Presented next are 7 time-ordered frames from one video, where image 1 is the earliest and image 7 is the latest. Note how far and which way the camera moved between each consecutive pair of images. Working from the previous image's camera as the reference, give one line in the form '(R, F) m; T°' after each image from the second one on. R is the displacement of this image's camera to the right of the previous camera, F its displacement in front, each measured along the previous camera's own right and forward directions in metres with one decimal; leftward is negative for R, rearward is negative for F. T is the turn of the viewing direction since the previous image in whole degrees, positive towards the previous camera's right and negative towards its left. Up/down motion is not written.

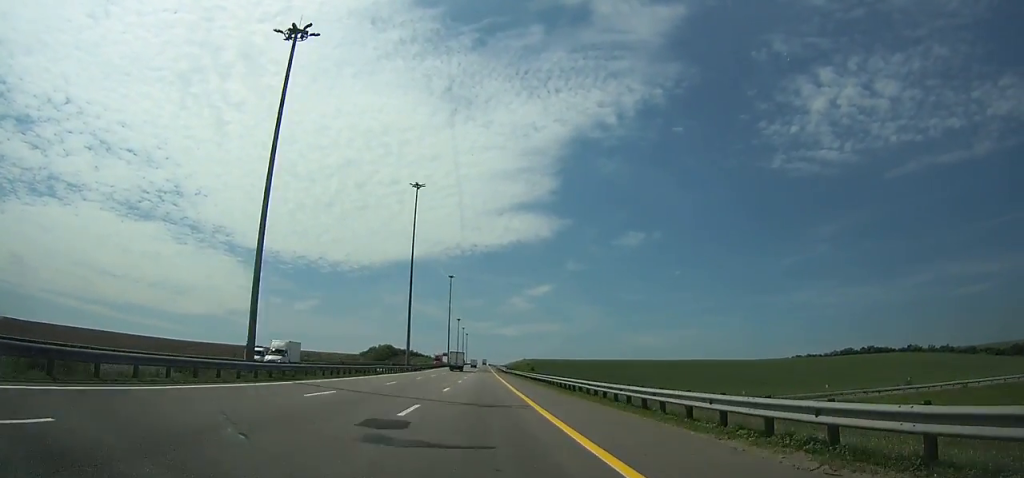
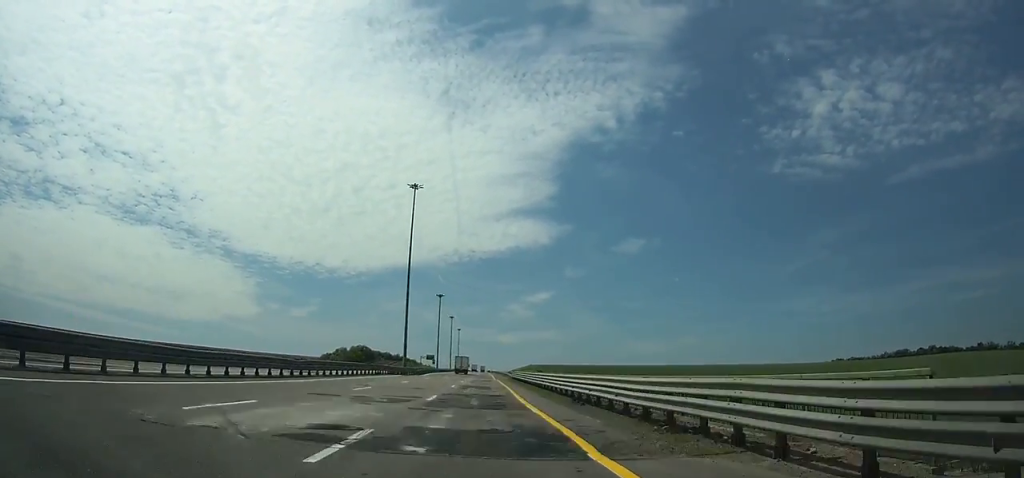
(+0.2, +102.1) m; 0°
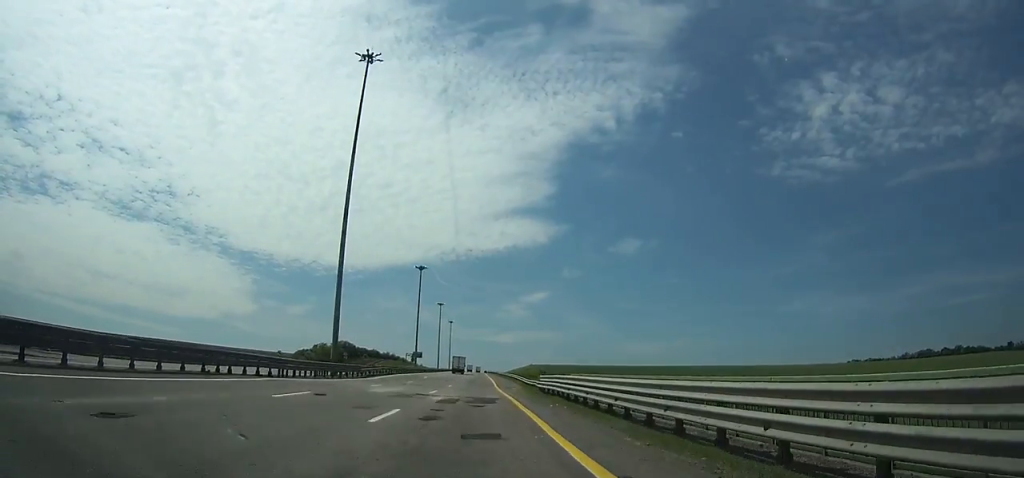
(0.0, +41.8) m; 0°
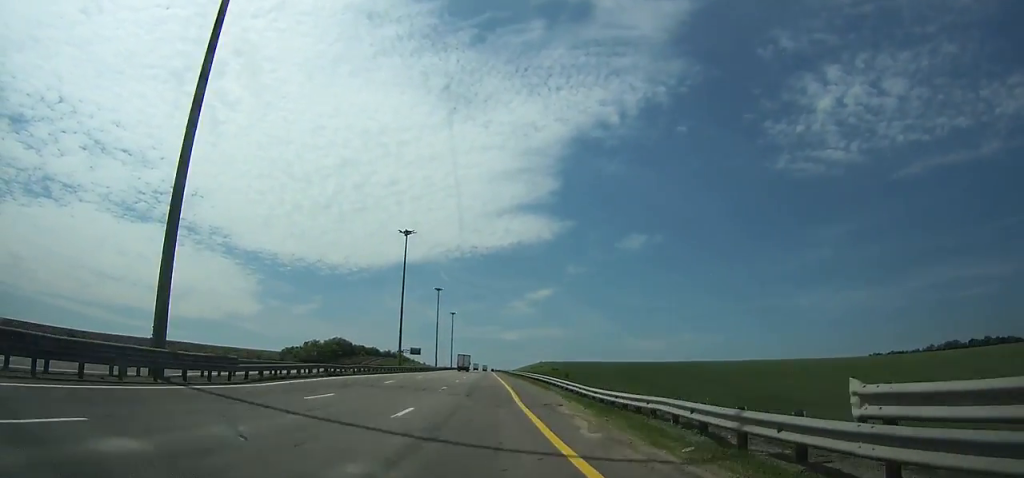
(0.0, +29.6) m; 0°
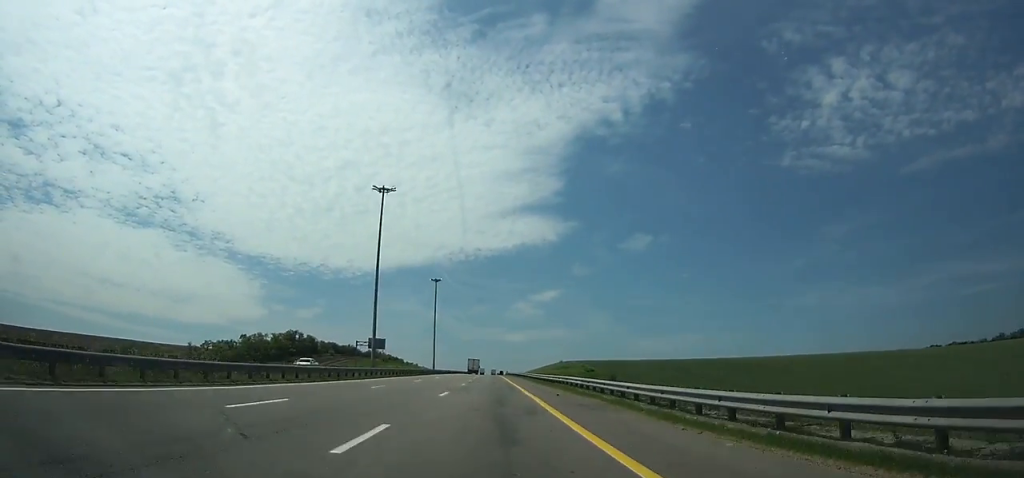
(-0.3, +87.9) m; 0°
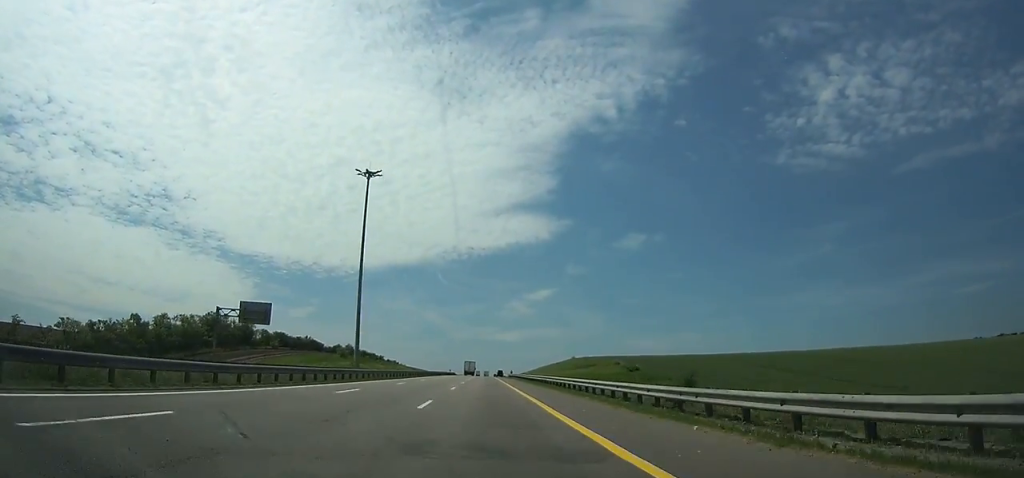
(-0.2, +71.2) m; 0°
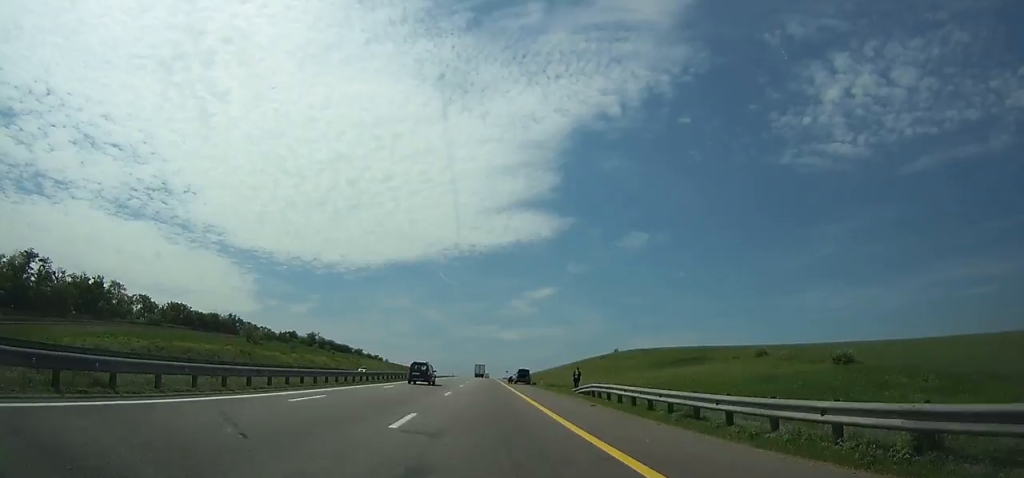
(+0.2, +84.7) m; 0°
